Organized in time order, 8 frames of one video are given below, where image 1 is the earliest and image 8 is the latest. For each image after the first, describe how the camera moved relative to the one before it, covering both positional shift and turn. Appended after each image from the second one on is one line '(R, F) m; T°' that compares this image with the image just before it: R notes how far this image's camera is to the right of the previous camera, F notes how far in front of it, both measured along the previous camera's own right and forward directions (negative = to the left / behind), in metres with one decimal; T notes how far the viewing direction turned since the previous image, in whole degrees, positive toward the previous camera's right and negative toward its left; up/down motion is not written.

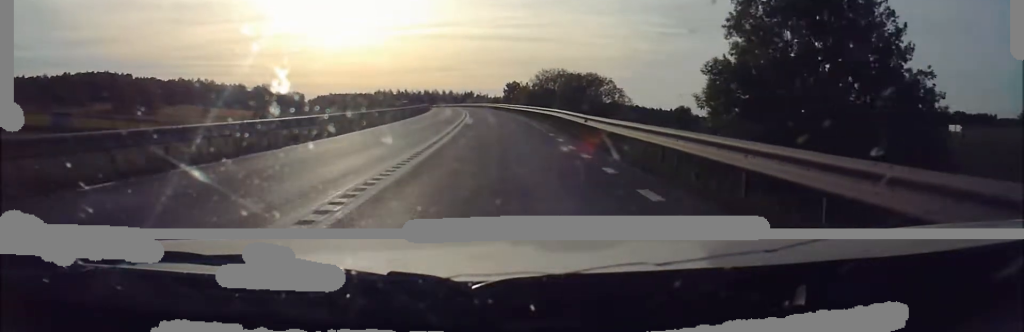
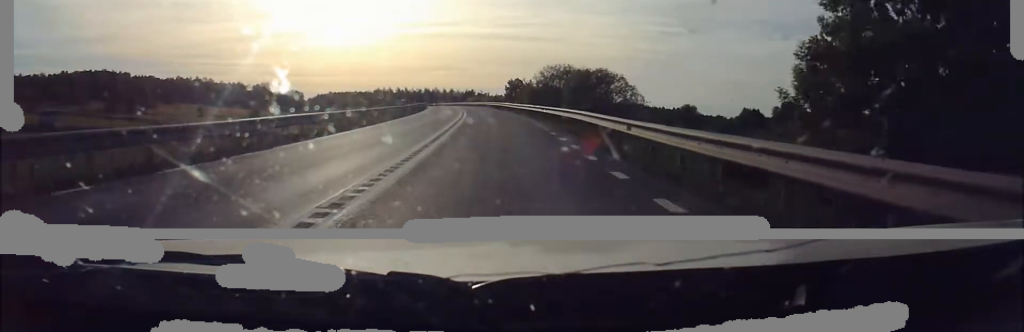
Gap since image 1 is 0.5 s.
(-0.1, +6.7) m; 0°
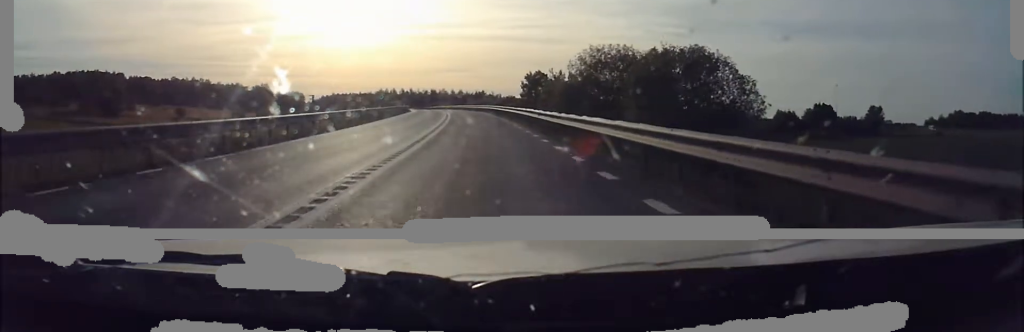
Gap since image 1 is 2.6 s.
(0.0, +31.7) m; -1°
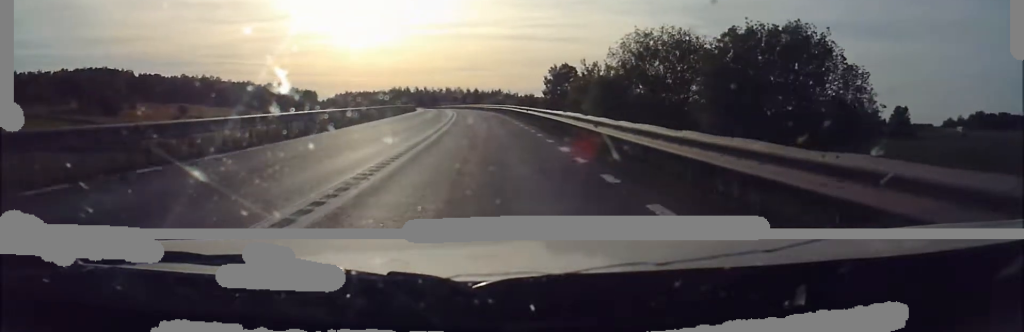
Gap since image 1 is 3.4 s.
(0.0, +11.9) m; 0°
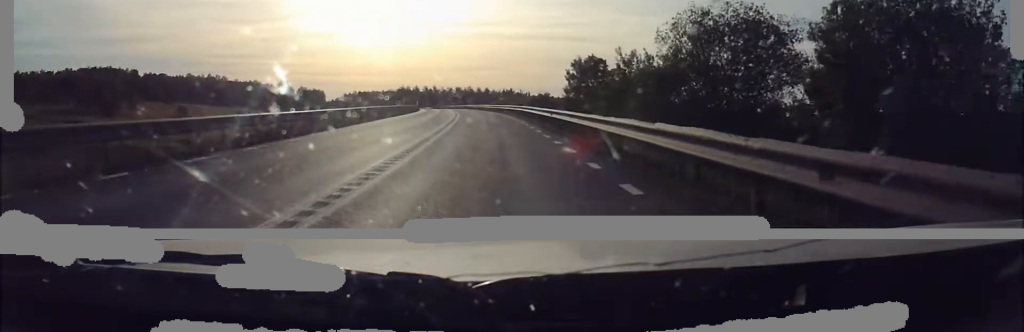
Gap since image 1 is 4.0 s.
(0.0, +10.0) m; 0°
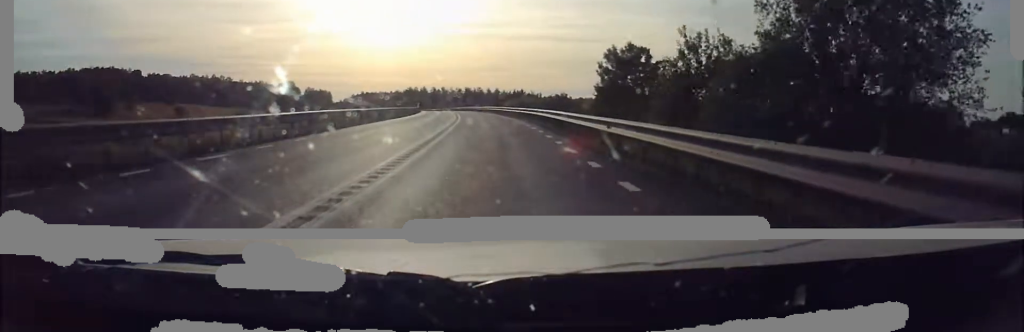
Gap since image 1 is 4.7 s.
(+0.1, +11.3) m; -1°
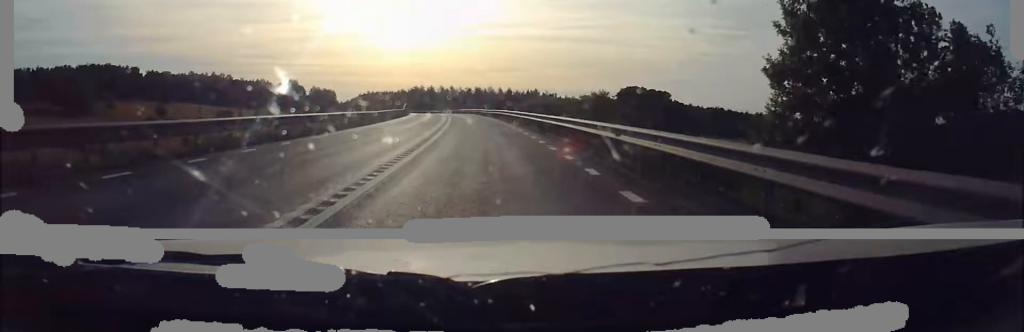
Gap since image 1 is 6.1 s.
(-0.5, +24.1) m; -1°
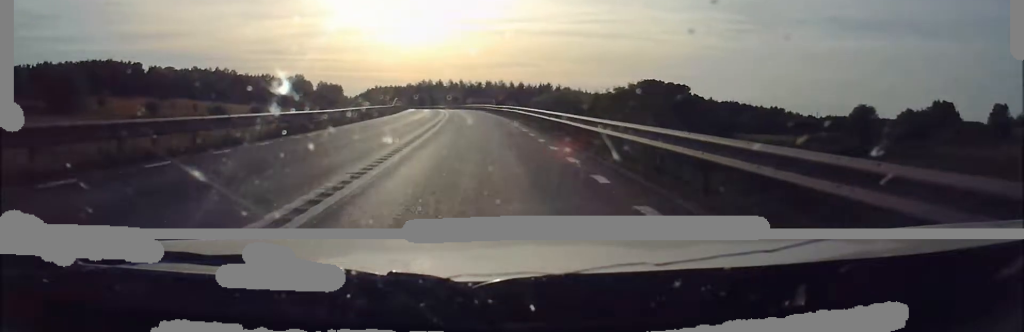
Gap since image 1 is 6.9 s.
(0.0, +13.3) m; 0°
